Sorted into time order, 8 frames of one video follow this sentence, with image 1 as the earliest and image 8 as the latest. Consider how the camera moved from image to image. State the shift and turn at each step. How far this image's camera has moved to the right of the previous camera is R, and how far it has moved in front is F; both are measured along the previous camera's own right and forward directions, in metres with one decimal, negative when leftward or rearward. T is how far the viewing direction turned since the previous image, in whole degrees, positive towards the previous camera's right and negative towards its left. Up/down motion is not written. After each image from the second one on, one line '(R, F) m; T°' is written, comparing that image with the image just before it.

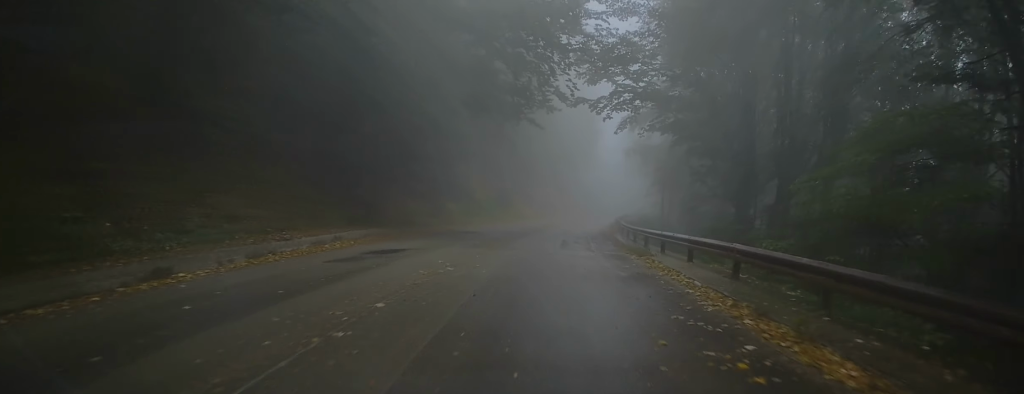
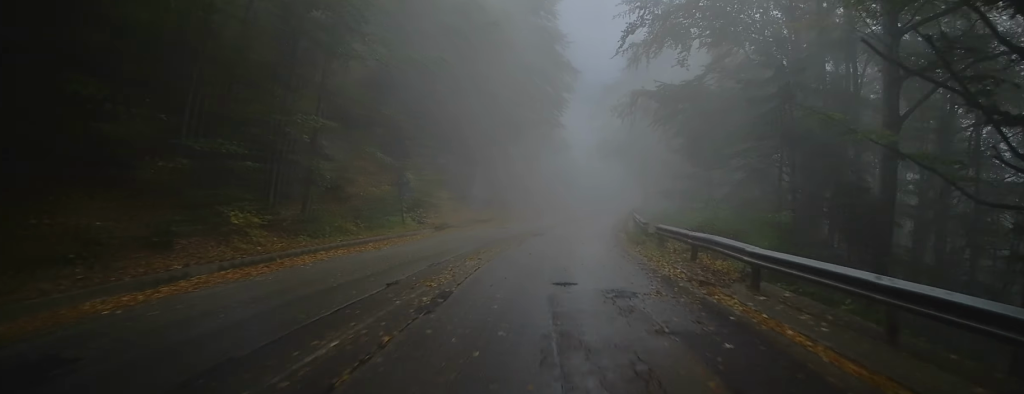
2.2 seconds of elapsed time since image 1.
(+0.8, +26.7) m; +2°
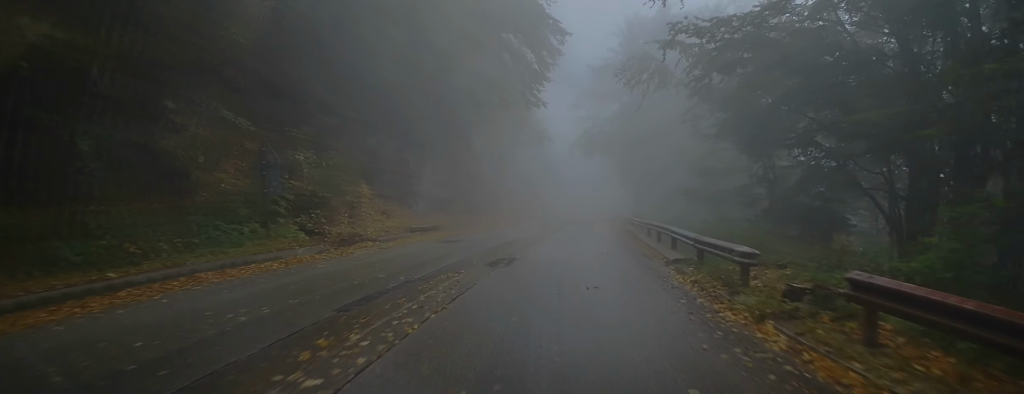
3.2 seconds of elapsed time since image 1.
(+0.1, +12.6) m; +2°
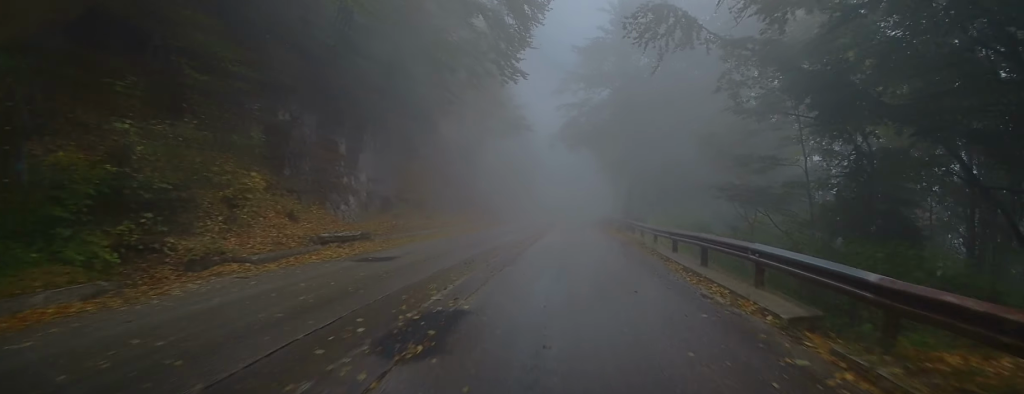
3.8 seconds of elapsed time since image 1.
(+0.2, +8.3) m; +3°
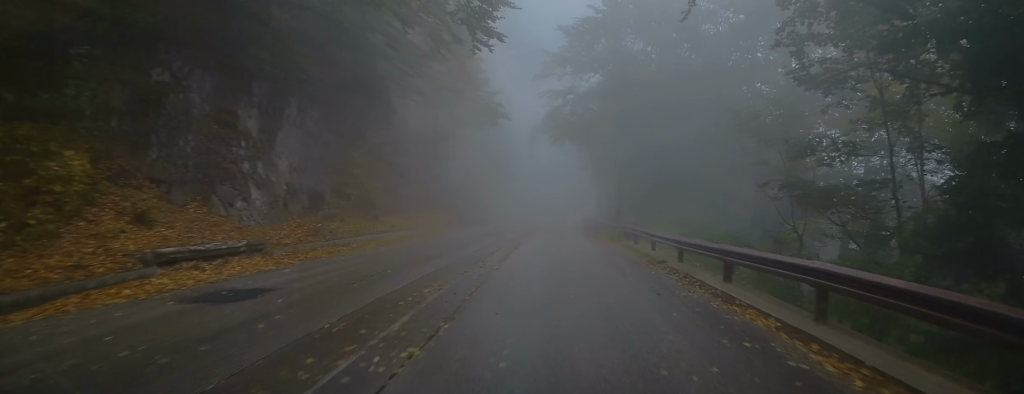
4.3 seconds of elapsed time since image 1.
(+0.1, +6.6) m; +2°
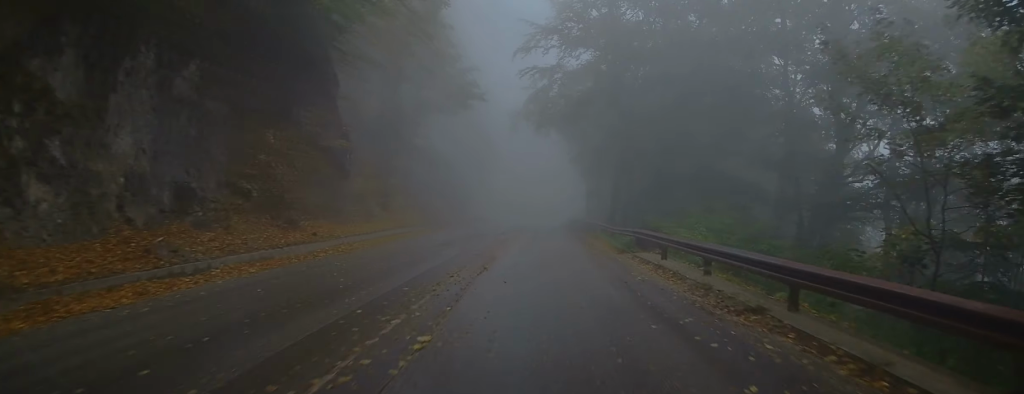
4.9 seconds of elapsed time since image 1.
(+0.2, +7.6) m; +1°
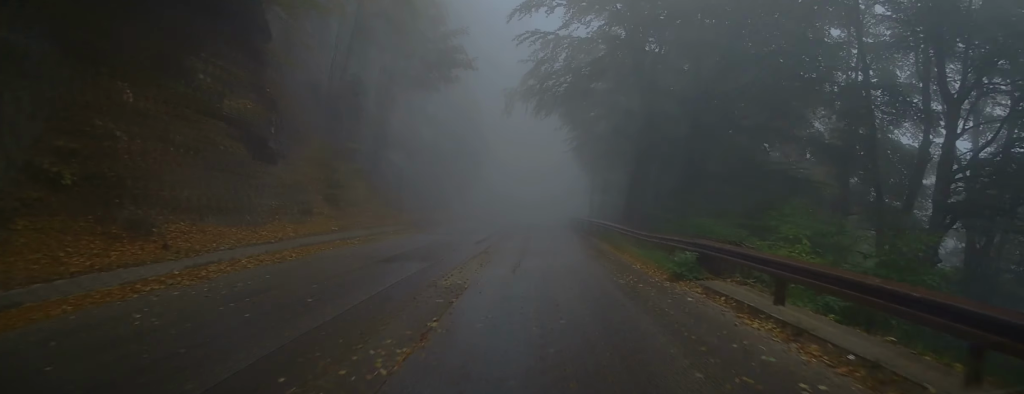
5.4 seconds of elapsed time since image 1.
(0.0, +7.7) m; +1°
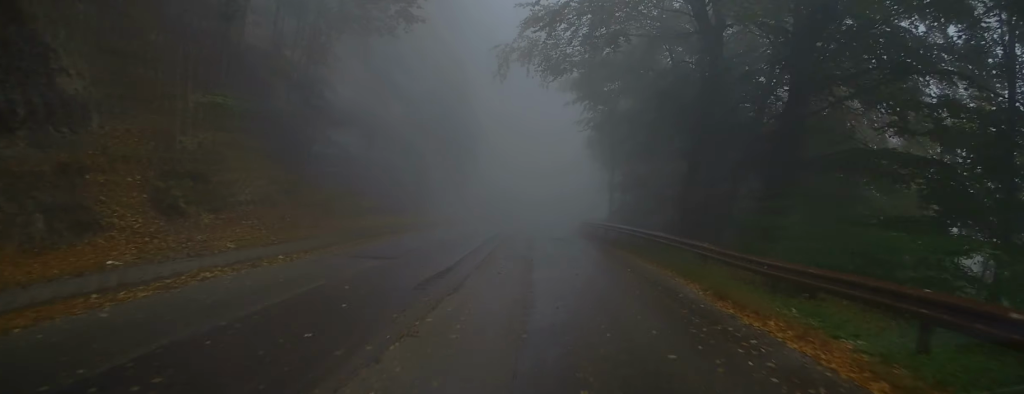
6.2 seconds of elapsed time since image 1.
(0.0, +11.0) m; 0°
